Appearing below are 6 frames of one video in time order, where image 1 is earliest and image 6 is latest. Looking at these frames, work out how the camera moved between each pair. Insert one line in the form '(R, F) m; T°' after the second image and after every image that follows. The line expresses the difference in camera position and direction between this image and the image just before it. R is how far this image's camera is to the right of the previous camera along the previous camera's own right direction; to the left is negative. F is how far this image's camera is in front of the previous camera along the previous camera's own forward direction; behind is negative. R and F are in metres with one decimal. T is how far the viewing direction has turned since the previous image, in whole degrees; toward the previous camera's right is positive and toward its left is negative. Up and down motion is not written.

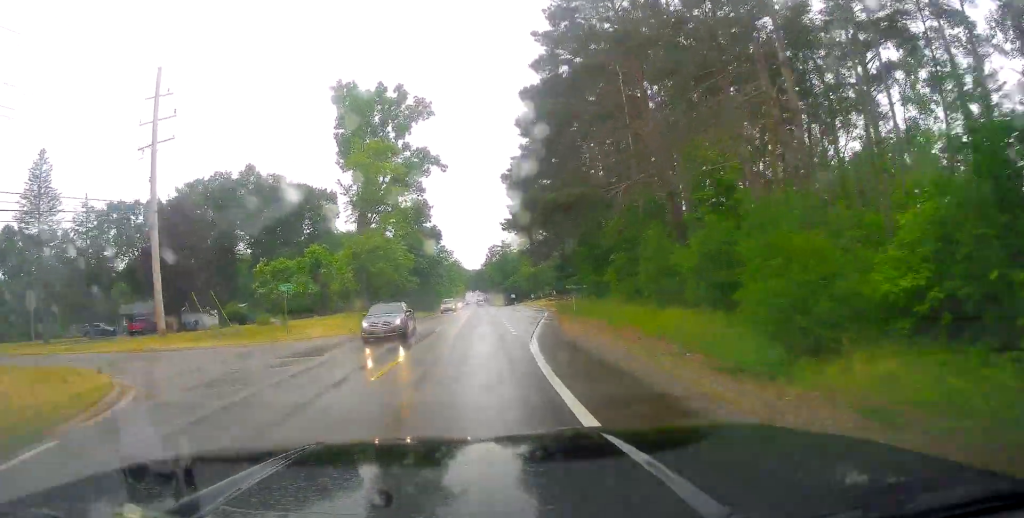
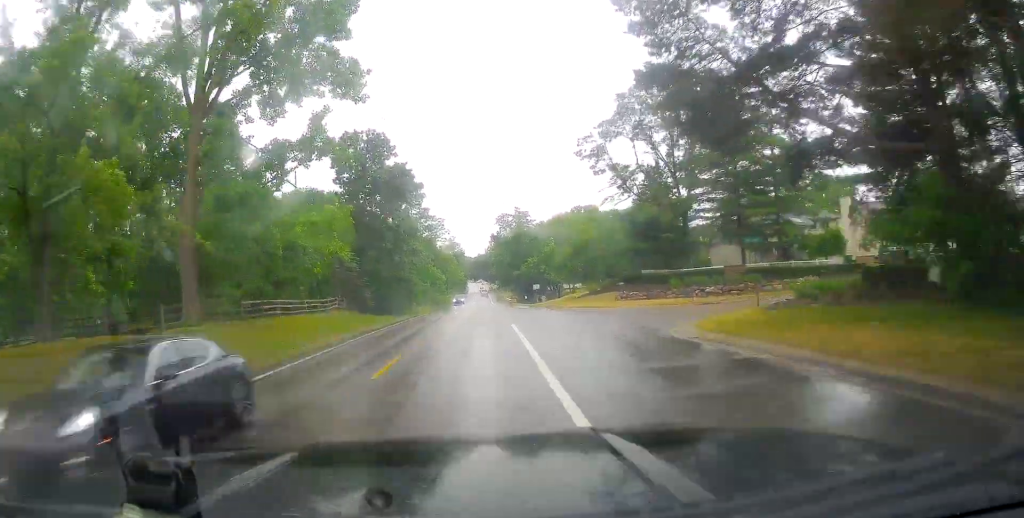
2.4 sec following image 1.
(-1.7, +46.8) m; -1°
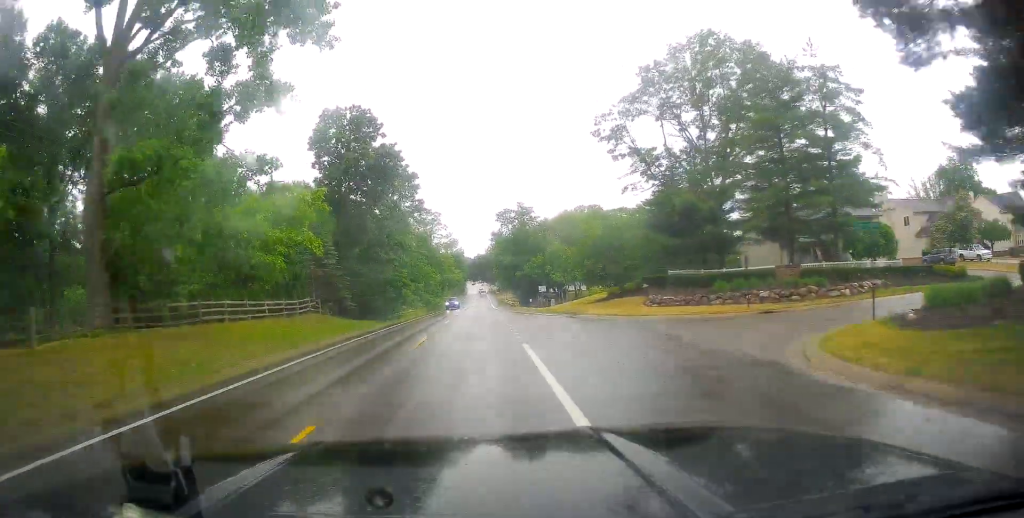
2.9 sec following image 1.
(+0.1, +8.3) m; +1°
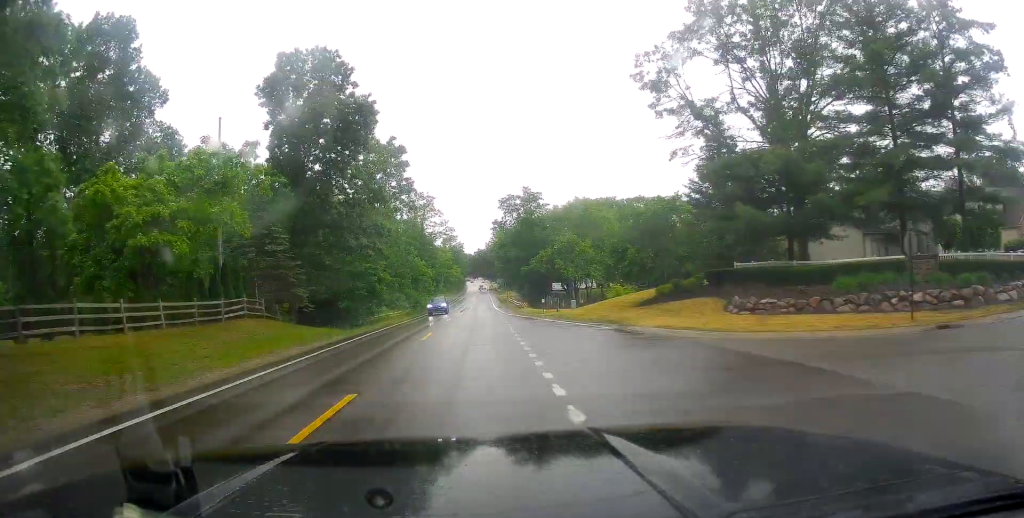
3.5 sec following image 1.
(+0.7, +12.9) m; +1°
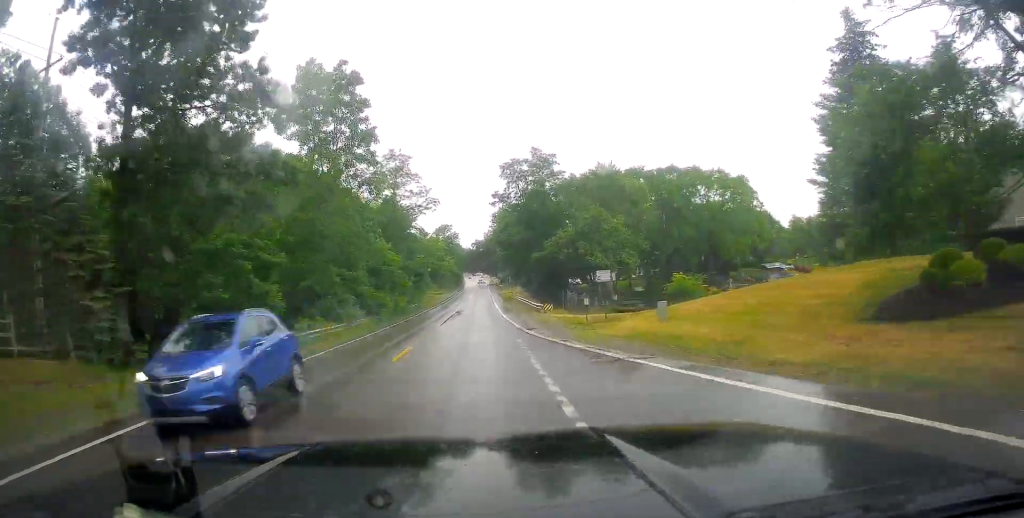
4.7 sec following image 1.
(-0.4, +21.8) m; -3°
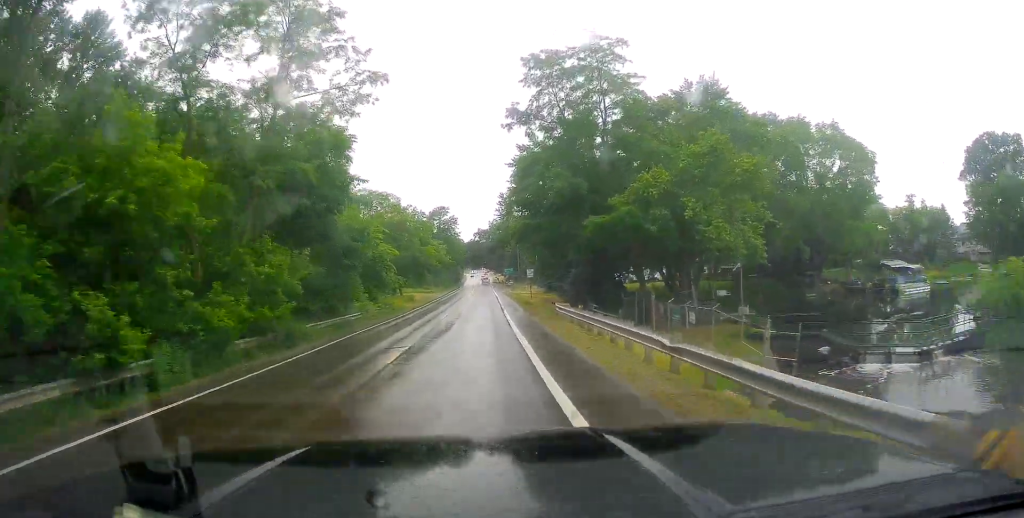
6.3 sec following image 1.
(-0.1, +32.0) m; +2°
